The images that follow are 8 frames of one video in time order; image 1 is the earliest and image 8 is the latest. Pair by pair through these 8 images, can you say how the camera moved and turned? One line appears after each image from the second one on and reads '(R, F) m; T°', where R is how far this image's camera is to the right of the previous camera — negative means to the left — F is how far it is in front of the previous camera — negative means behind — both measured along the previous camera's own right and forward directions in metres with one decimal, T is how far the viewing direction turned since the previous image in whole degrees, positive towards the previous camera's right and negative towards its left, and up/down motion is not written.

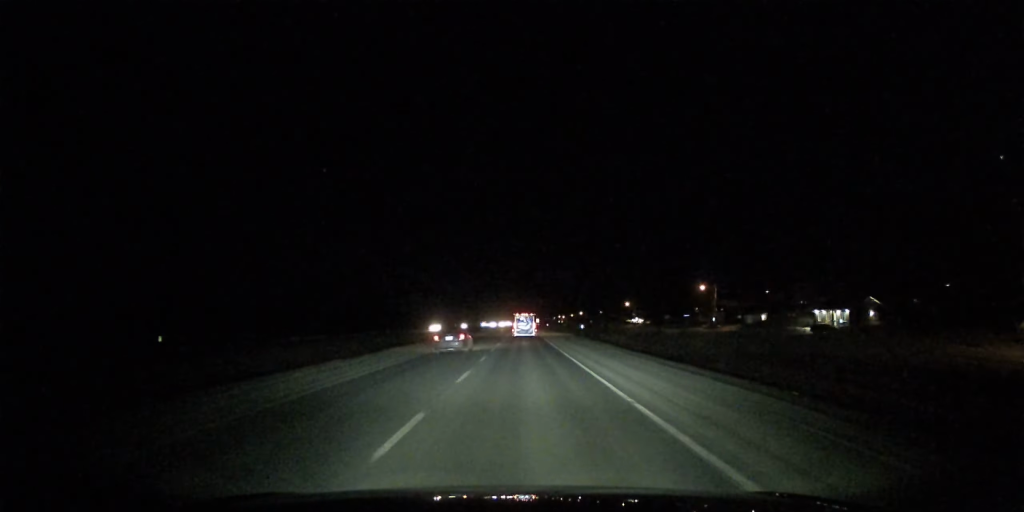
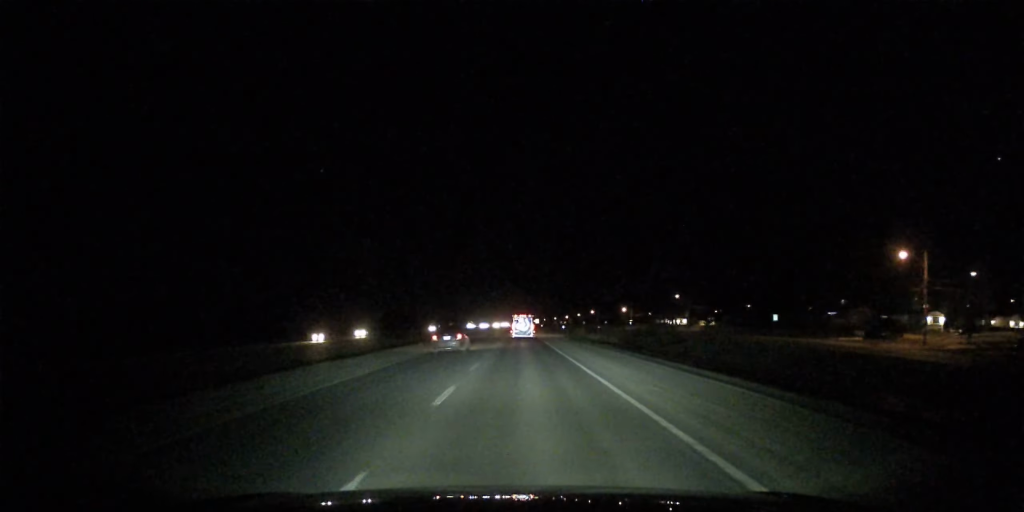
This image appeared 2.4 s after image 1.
(0.0, +76.7) m; 0°
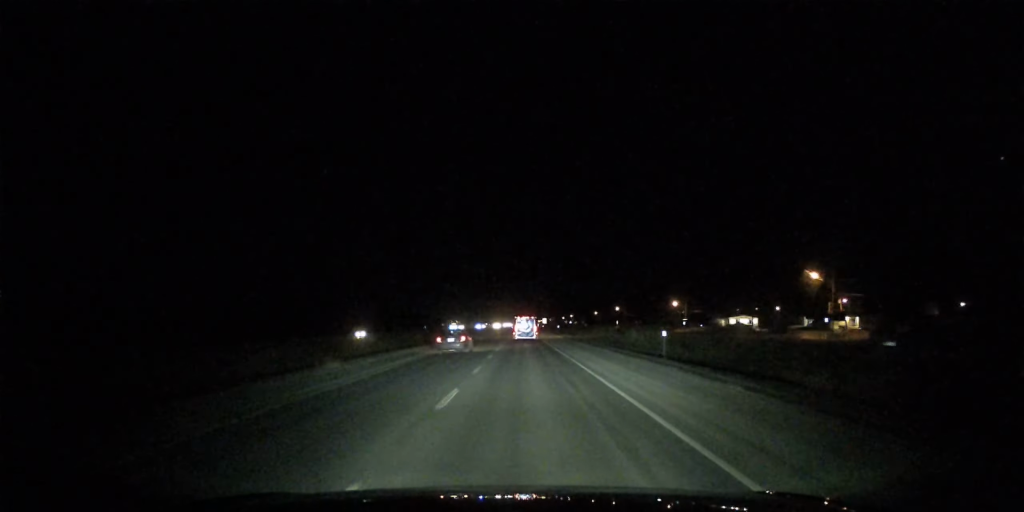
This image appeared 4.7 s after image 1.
(0.0, +72.2) m; 0°
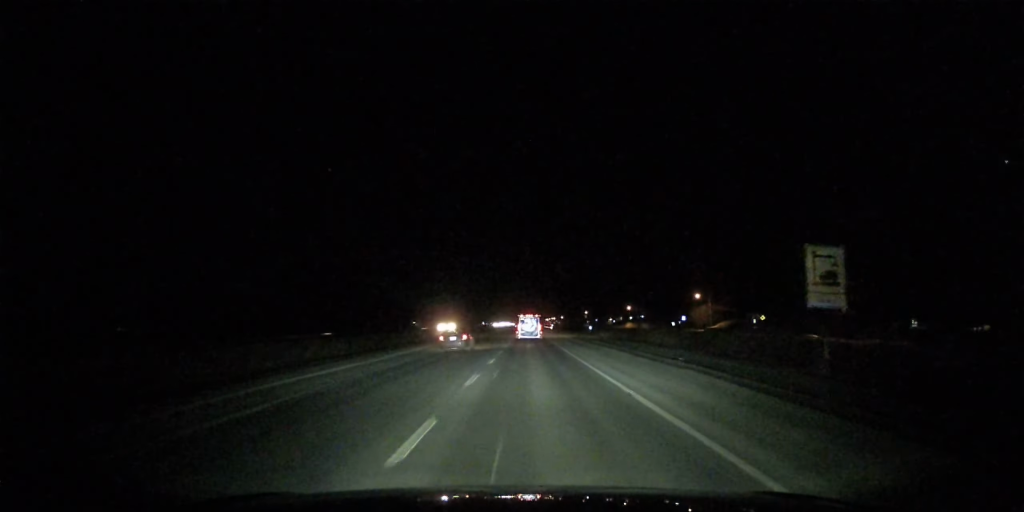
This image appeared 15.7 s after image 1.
(-0.3, +355.8) m; 0°
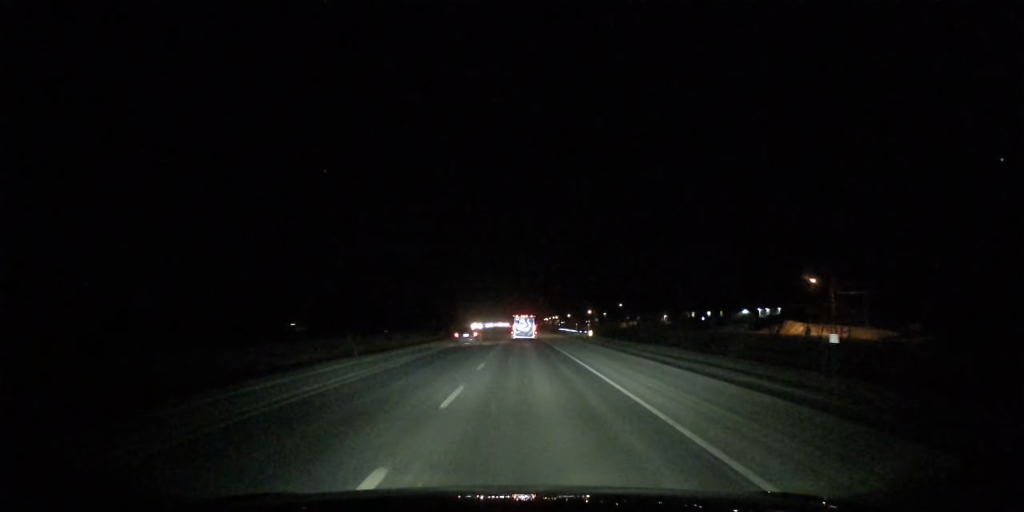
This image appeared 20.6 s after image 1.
(-0.1, +156.9) m; 0°
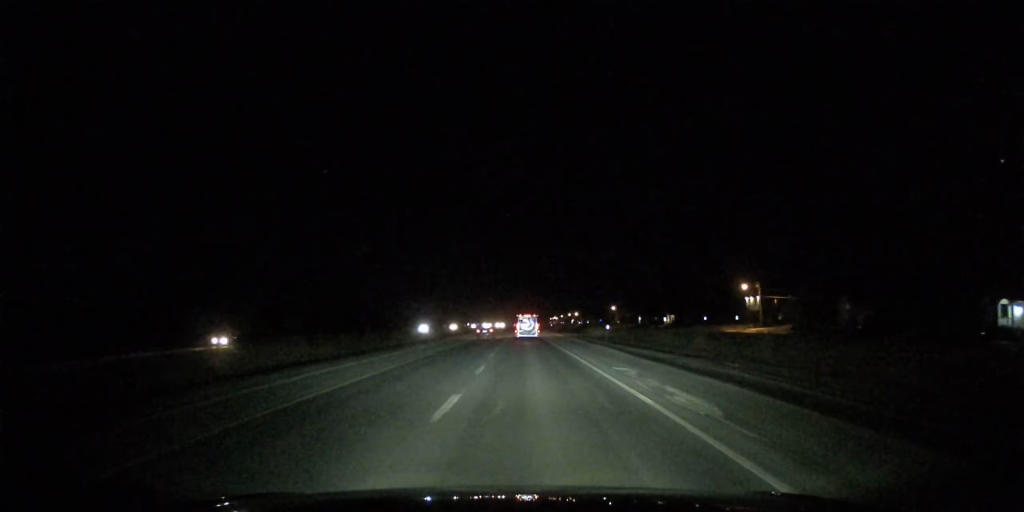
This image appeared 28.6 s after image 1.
(+0.6, +255.0) m; 0°
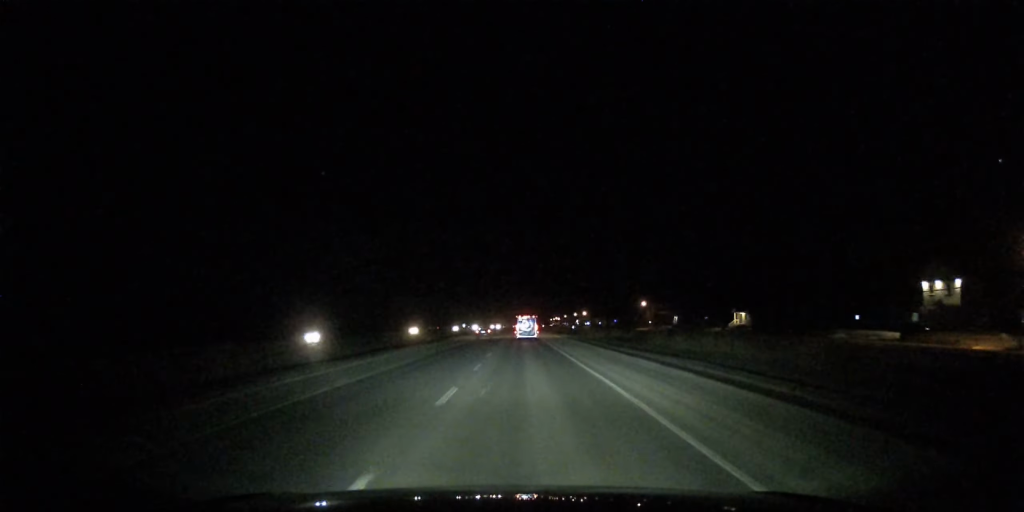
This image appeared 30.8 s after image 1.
(+0.1, +71.7) m; 0°
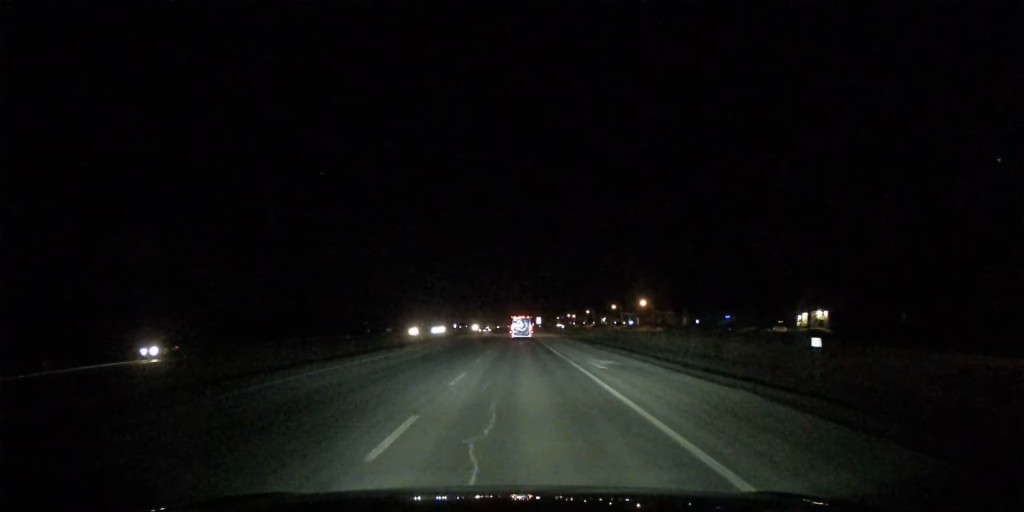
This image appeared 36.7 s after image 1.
(-0.2, +188.8) m; 0°
